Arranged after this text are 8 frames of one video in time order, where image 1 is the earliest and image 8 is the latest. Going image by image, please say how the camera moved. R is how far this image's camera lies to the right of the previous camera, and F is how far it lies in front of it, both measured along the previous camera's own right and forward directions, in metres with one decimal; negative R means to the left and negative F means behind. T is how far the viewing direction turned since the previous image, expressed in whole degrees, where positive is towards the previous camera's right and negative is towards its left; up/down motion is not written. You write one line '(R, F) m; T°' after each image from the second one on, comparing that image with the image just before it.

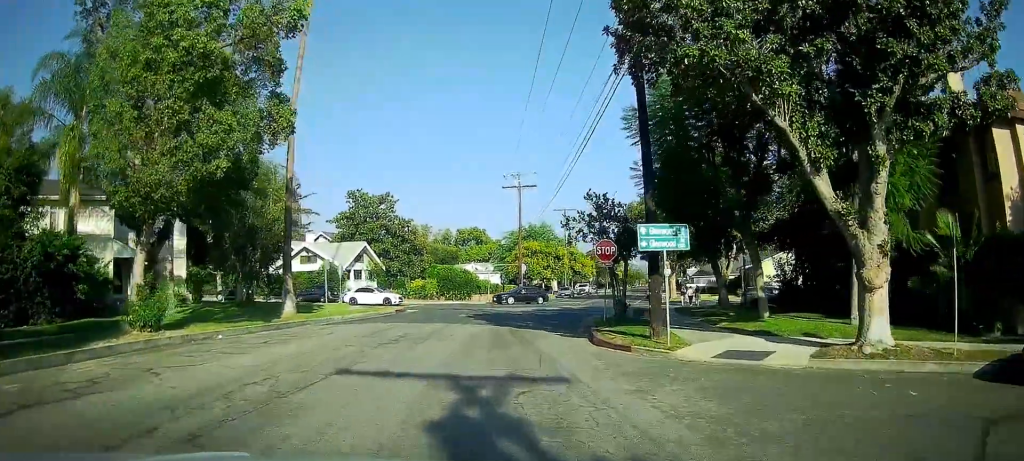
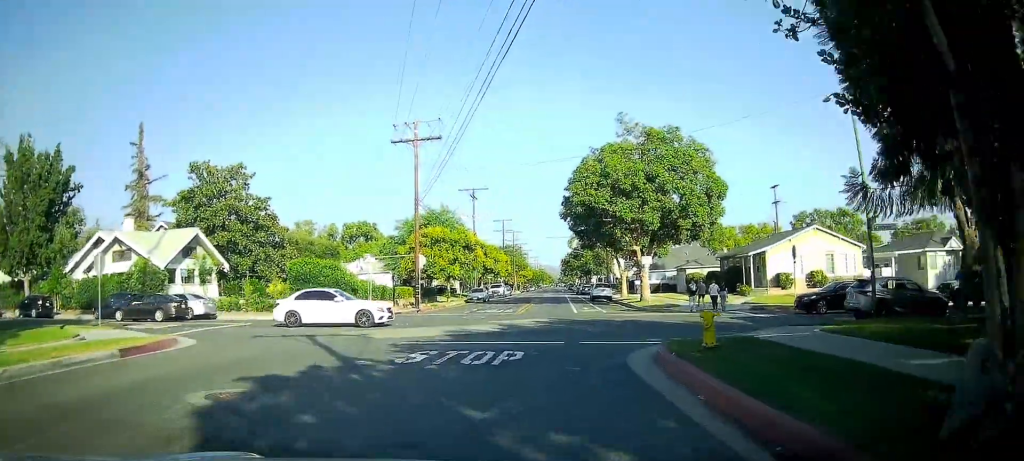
(+1.4, +19.4) m; +10°
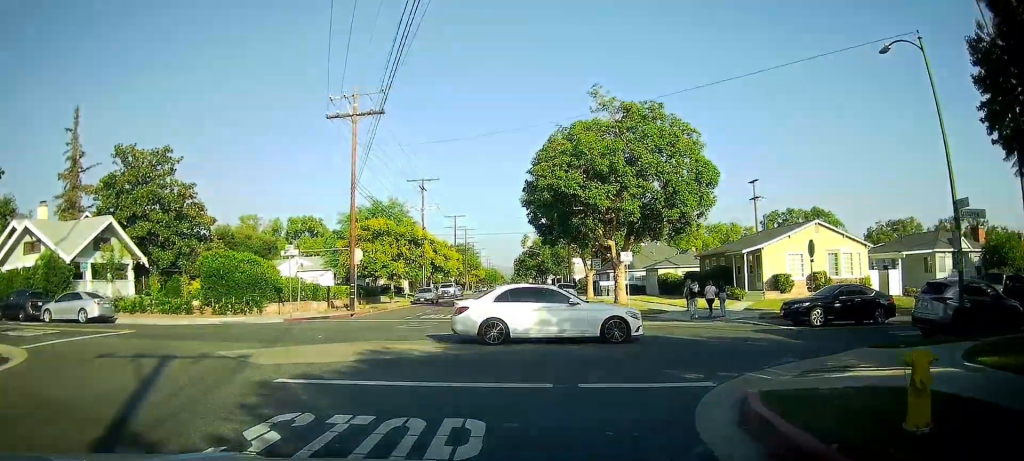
(+0.4, +5.4) m; +5°
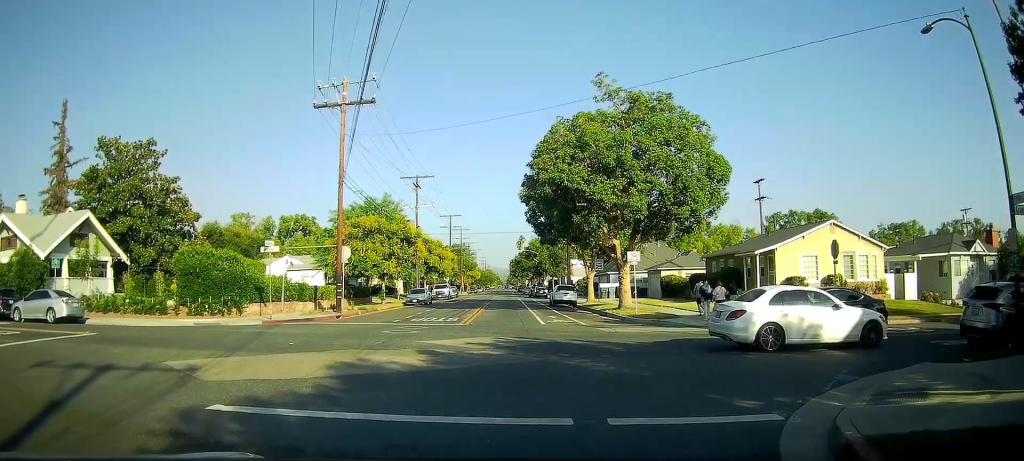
(0.0, +1.5) m; 0°
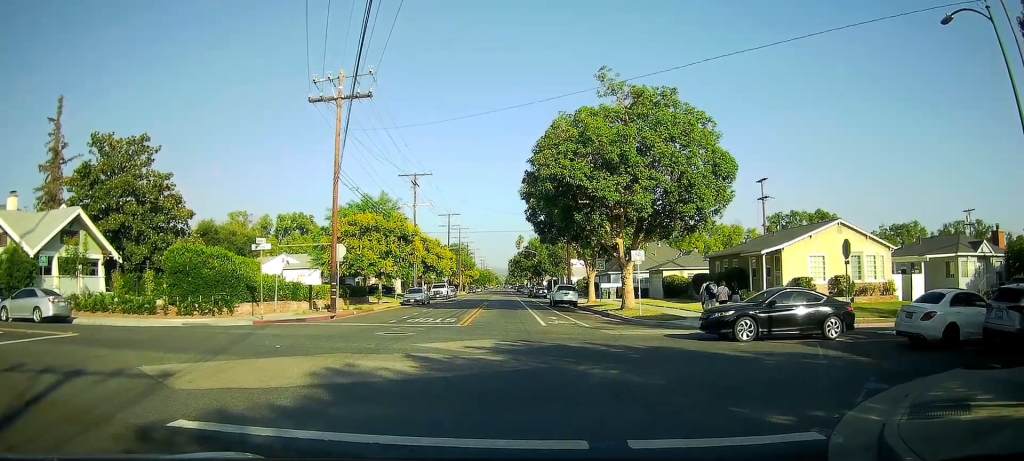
(-0.1, +0.7) m; 0°
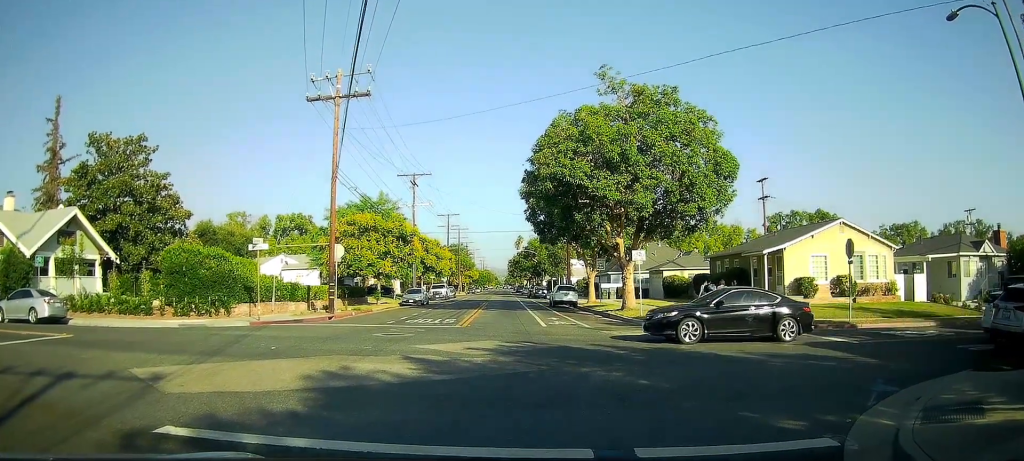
(0.0, 0.0) m; 0°
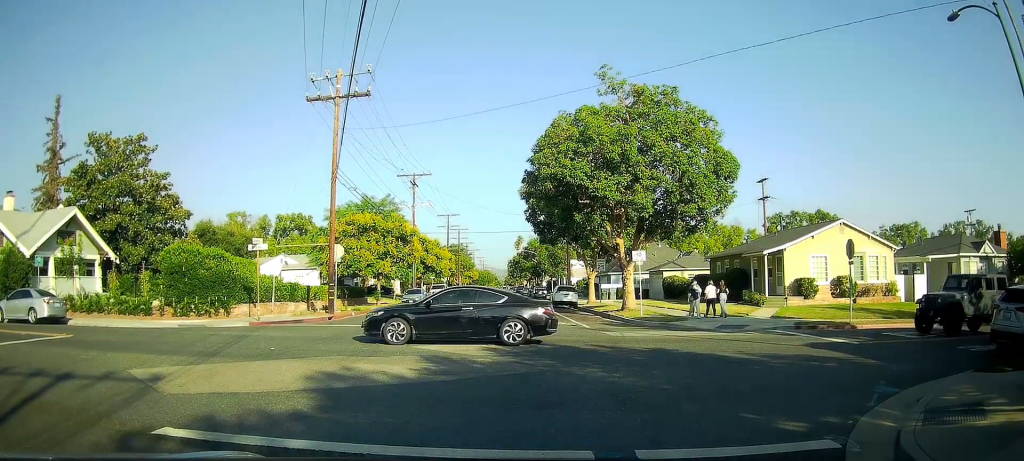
(0.0, +0.5) m; 0°
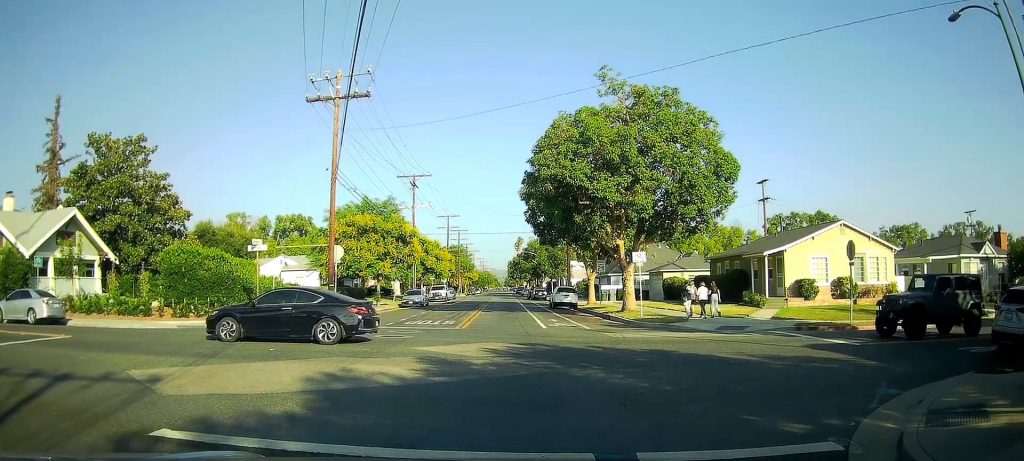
(0.0, +0.3) m; 0°
